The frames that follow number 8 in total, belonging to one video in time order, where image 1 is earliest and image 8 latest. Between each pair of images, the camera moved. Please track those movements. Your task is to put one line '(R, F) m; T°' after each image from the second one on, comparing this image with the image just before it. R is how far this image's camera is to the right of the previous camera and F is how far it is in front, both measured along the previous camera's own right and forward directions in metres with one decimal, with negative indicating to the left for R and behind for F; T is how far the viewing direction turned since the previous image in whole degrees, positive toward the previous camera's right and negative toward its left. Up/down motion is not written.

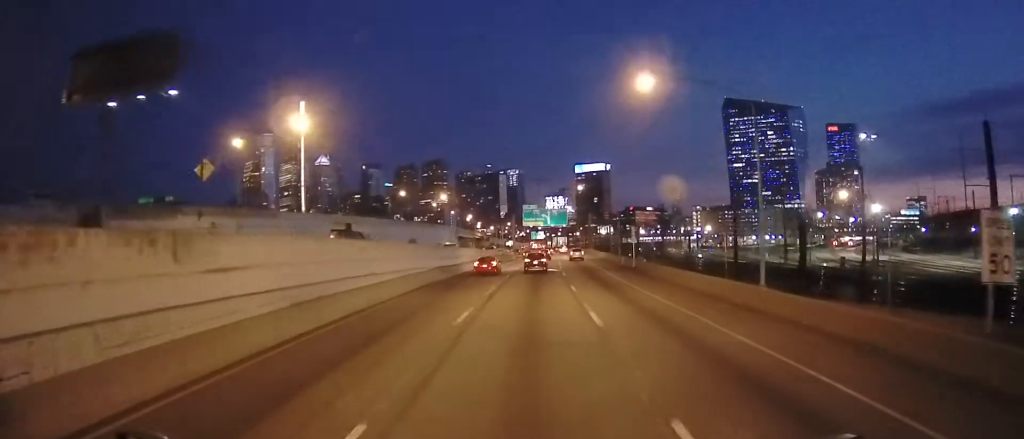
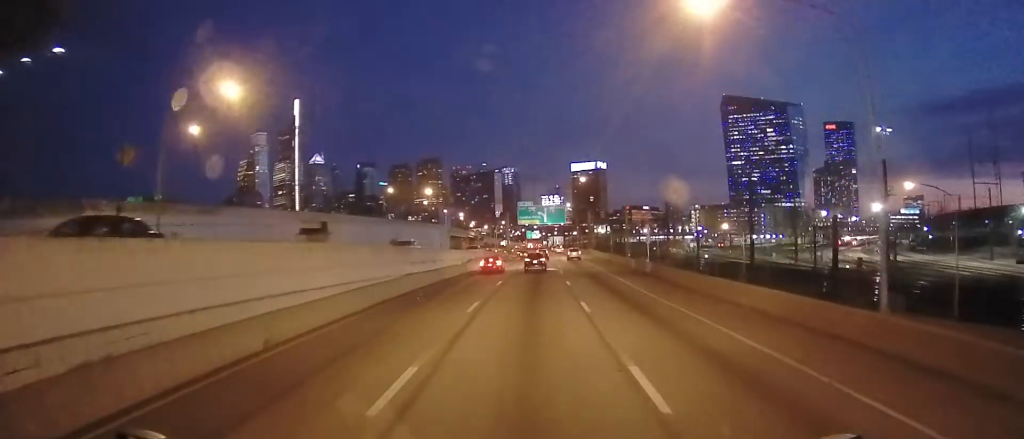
(0.0, +8.5) m; 0°
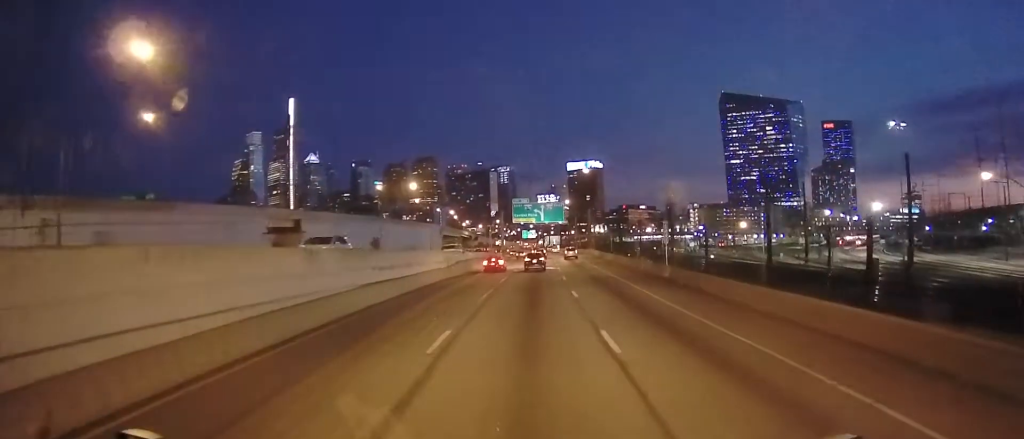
(+0.1, +7.4) m; +1°
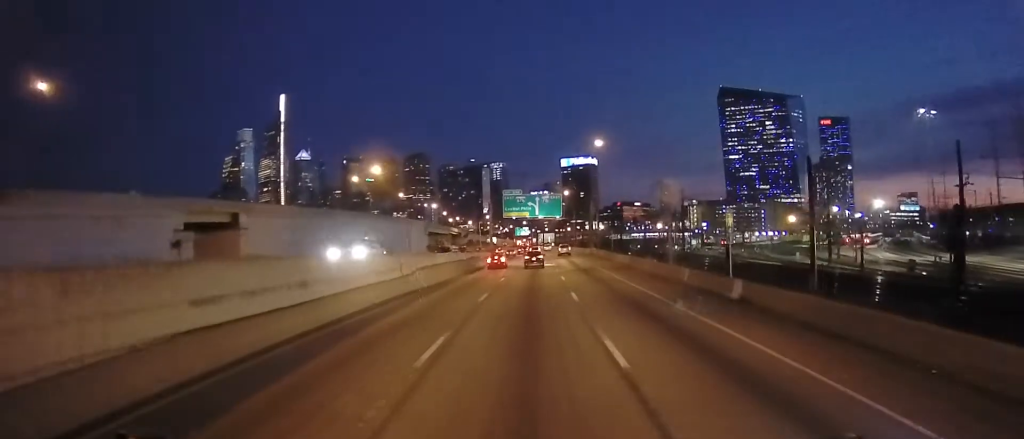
(+0.1, +13.5) m; +1°
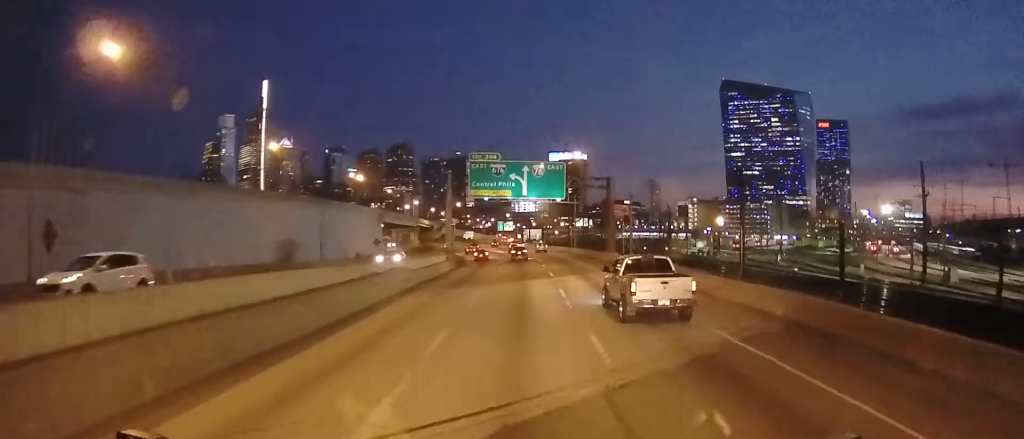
(0.0, +36.1) m; 0°
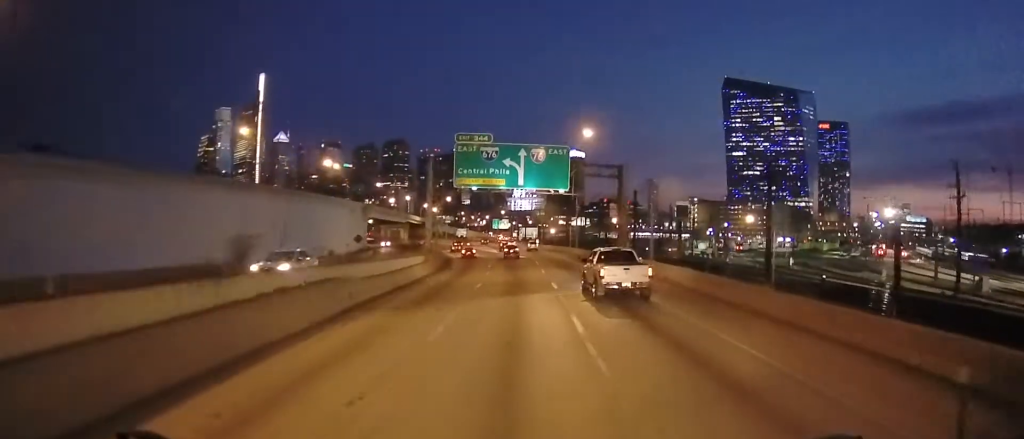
(0.0, +9.4) m; 0°
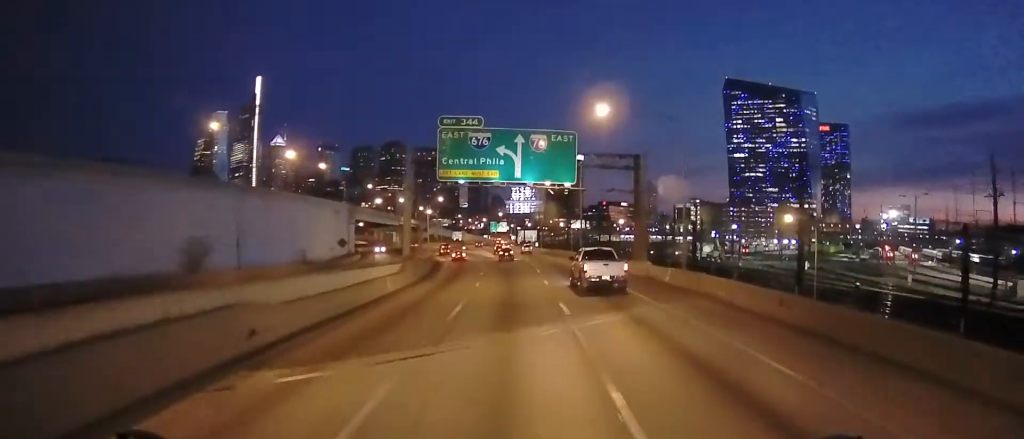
(+0.1, +8.3) m; 0°
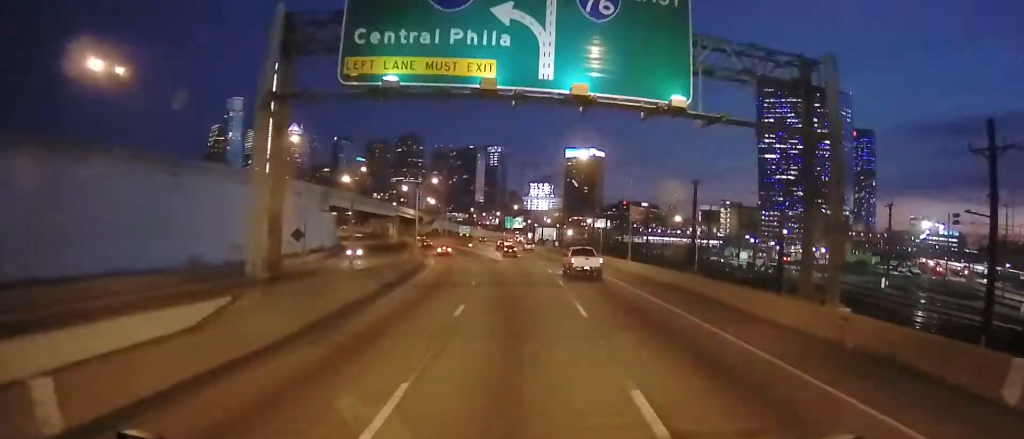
(-0.3, +24.3) m; -1°
